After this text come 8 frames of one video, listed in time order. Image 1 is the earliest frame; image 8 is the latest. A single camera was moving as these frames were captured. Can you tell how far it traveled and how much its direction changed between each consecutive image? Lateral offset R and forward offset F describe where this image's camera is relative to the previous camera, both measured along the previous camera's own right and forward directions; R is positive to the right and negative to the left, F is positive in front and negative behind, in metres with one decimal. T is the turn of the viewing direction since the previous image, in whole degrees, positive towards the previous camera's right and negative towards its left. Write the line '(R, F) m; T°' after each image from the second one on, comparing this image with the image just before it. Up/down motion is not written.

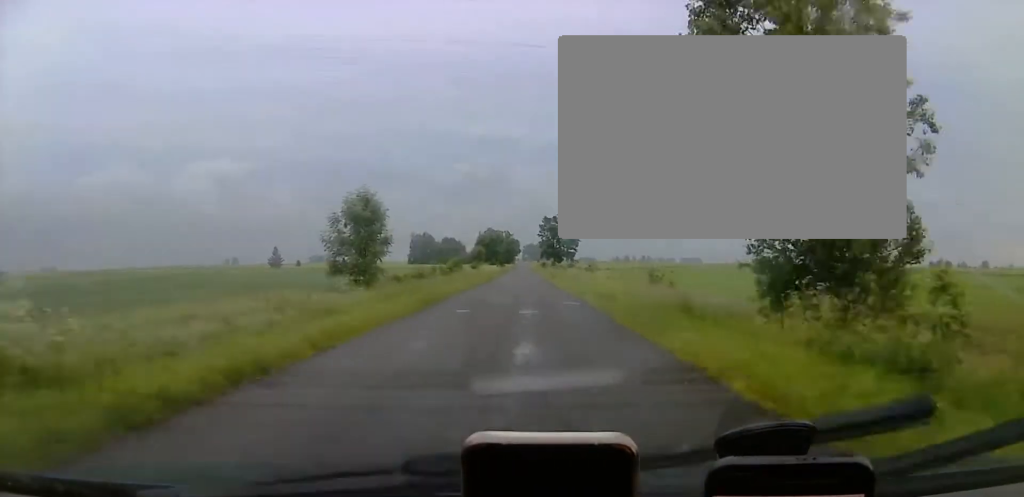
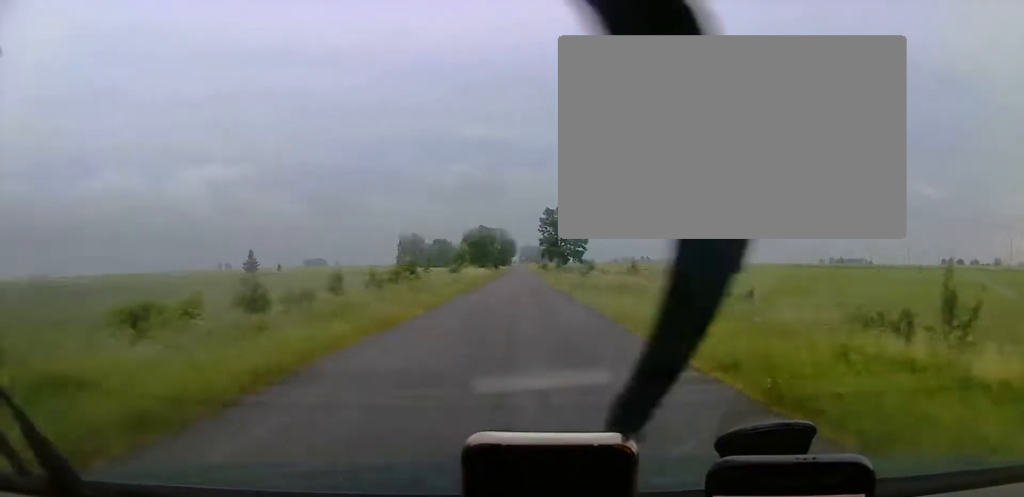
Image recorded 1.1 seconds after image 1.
(+0.1, +26.4) m; 0°
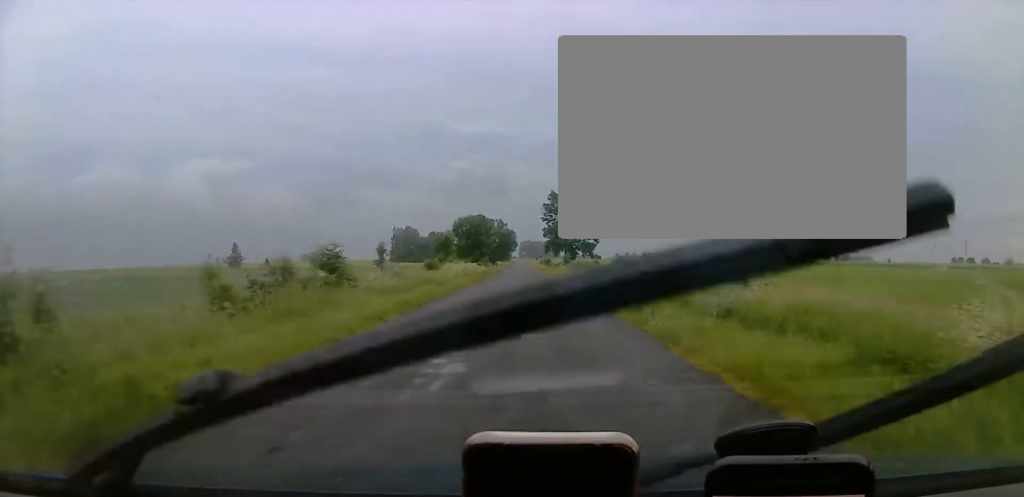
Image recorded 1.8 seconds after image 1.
(0.0, +16.3) m; 0°
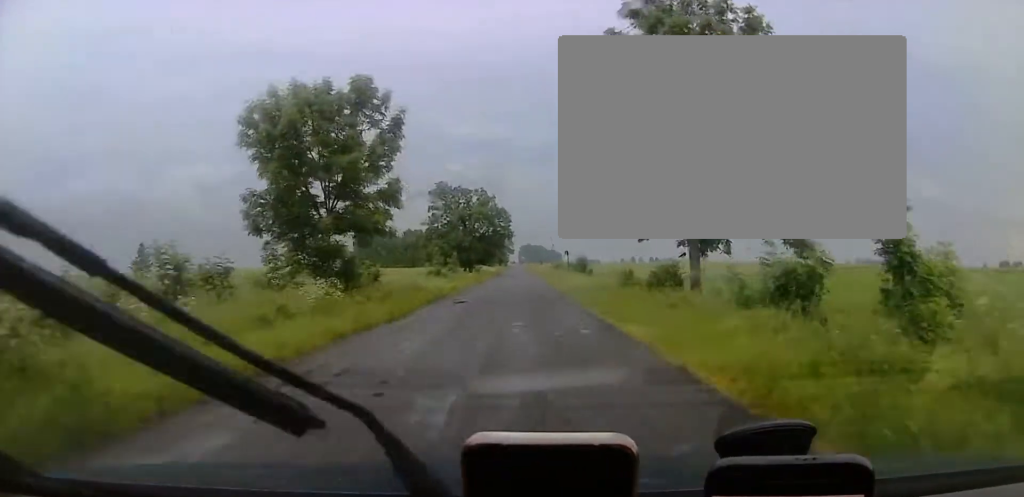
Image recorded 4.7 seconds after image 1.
(+0.1, +66.4) m; 0°
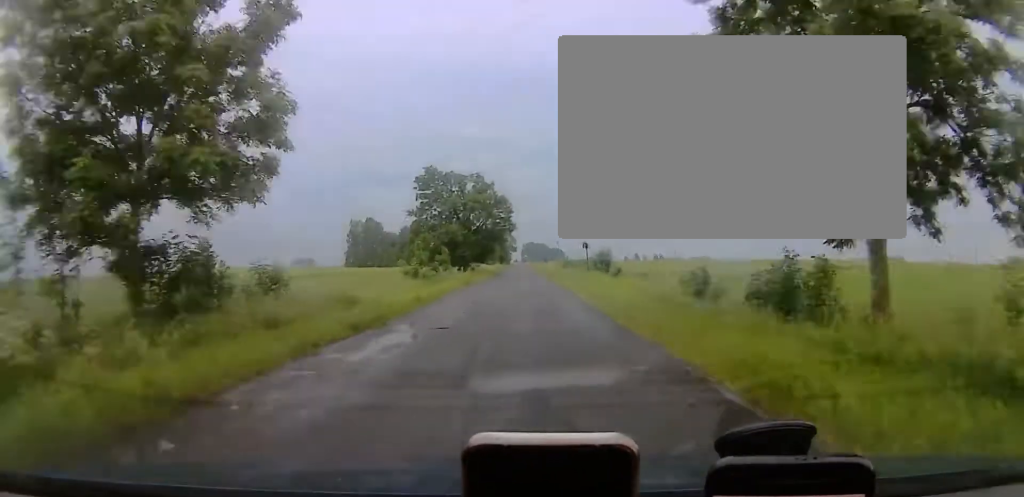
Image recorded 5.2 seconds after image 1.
(0.0, +12.0) m; 0°
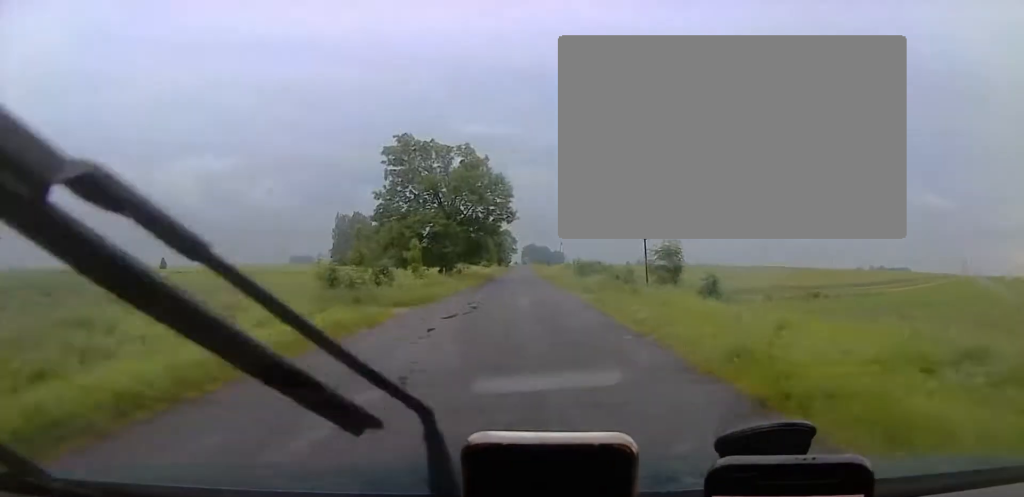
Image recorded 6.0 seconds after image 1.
(-0.2, +21.5) m; 0°
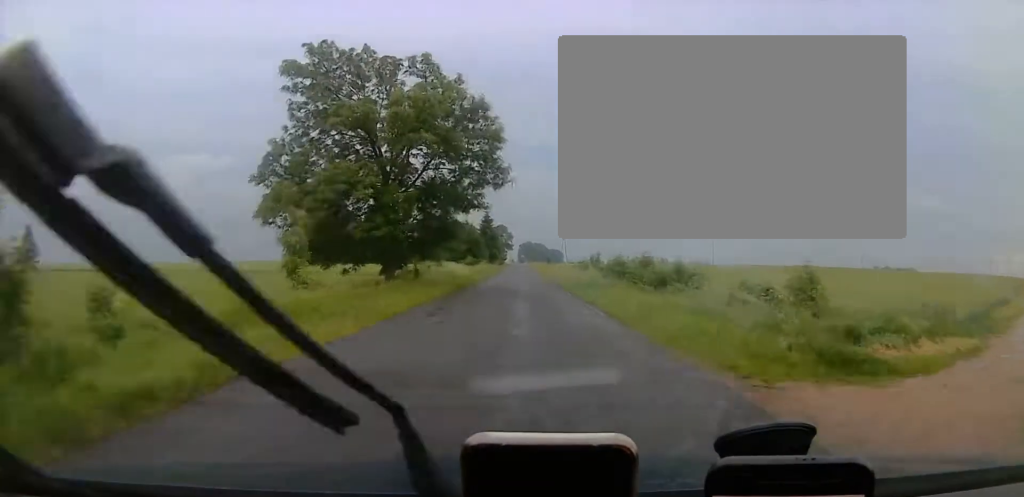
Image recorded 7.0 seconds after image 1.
(+0.1, +28.2) m; 0°
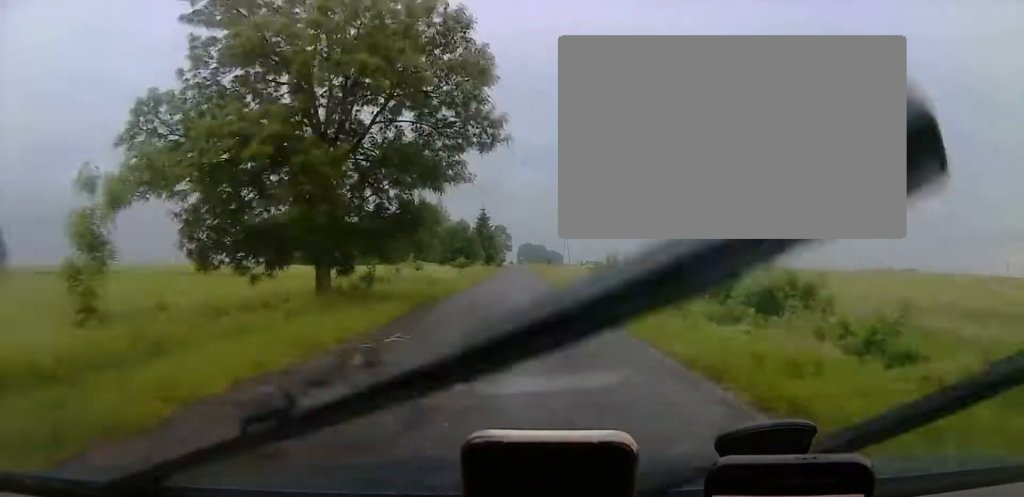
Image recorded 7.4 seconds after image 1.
(+0.1, +11.9) m; 0°
